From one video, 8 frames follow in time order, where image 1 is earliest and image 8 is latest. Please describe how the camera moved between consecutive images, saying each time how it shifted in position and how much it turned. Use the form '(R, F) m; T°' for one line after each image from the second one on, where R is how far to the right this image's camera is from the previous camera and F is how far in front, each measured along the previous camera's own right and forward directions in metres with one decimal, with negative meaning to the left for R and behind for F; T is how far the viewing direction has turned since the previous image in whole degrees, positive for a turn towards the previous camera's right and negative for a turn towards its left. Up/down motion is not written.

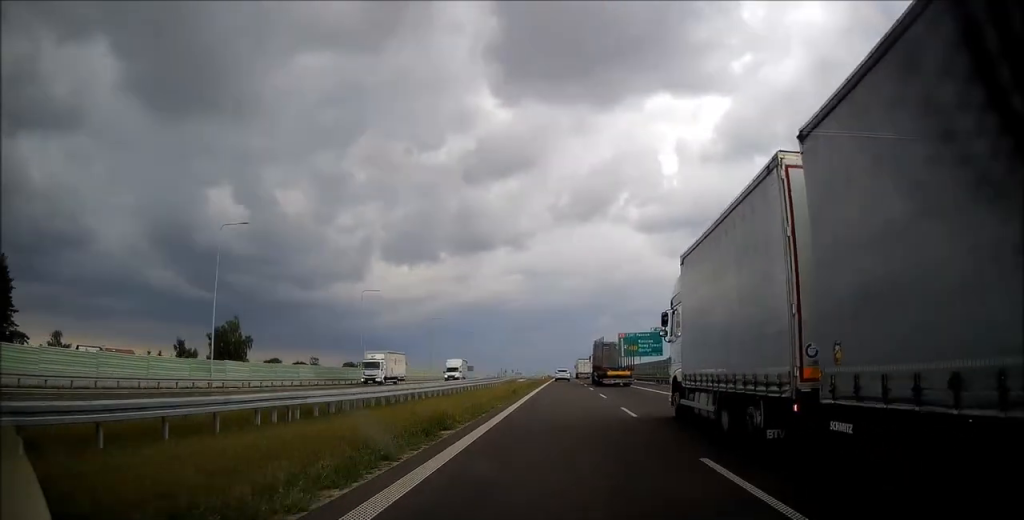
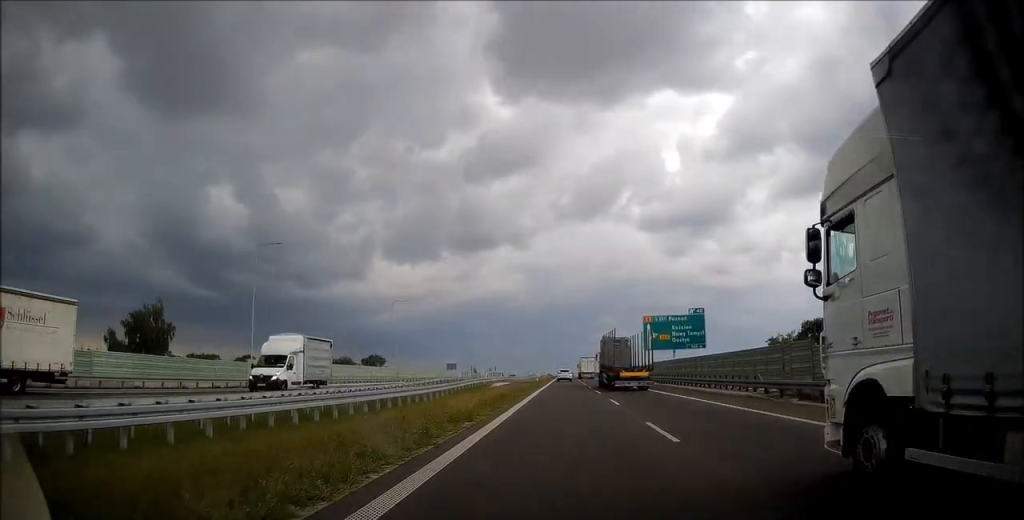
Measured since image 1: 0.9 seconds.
(0.0, +29.8) m; 0°
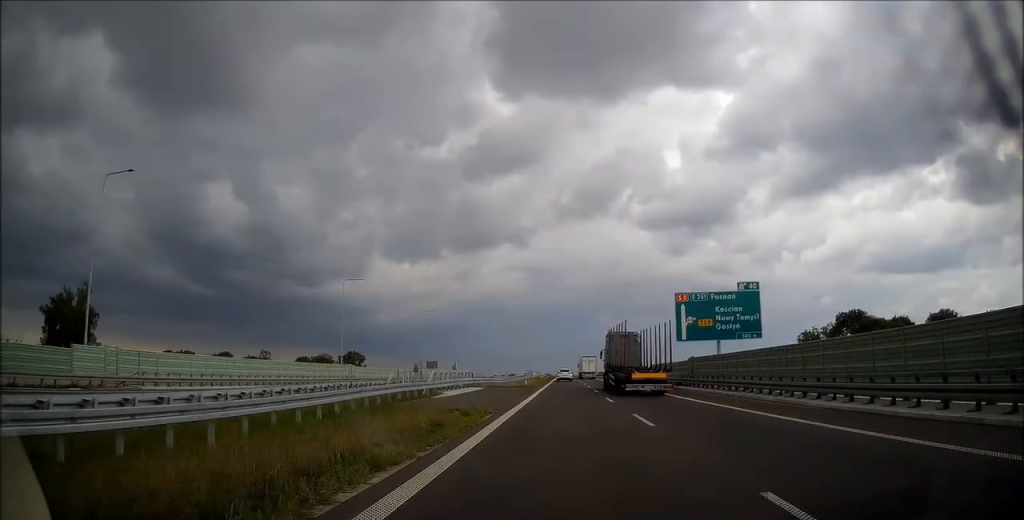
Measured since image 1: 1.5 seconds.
(0.0, +20.7) m; 0°
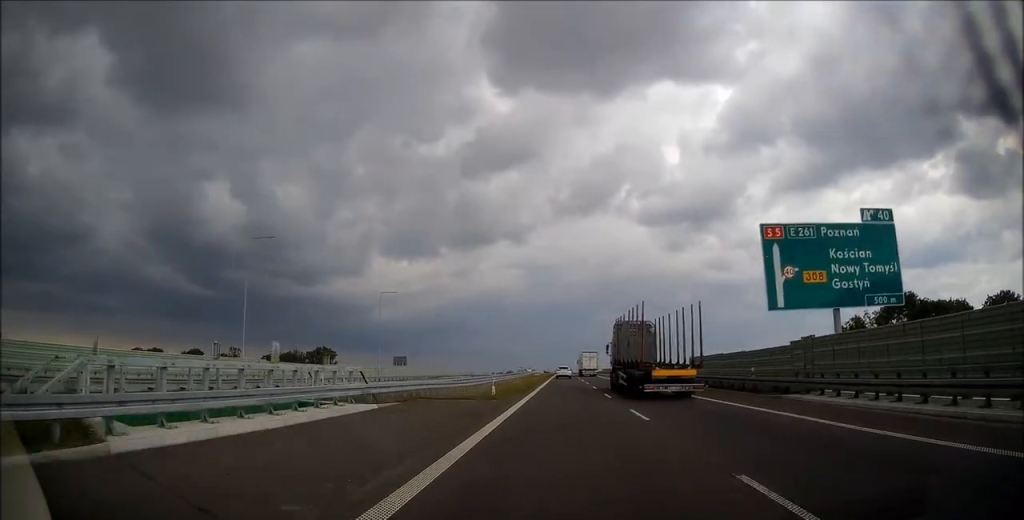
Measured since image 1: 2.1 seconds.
(0.0, +23.0) m; 0°
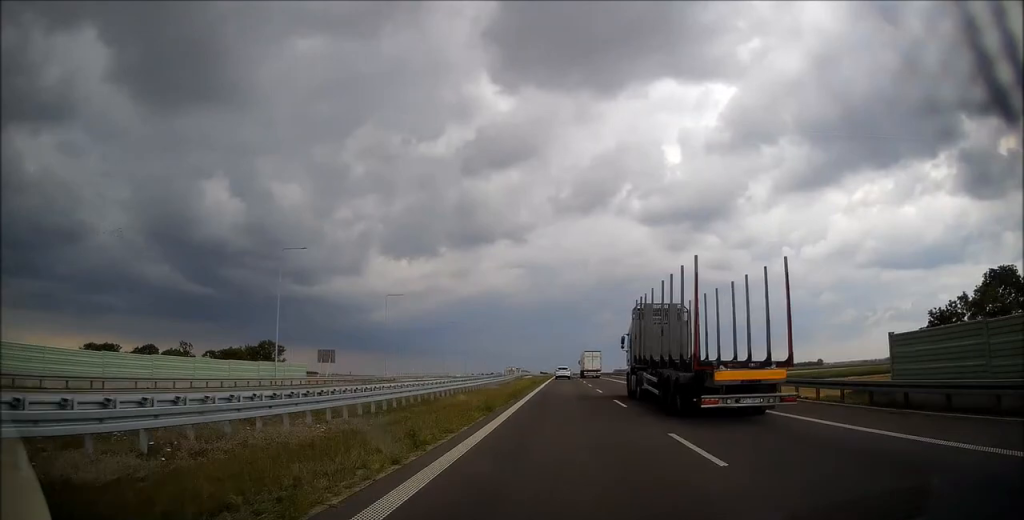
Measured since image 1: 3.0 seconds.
(-0.3, +31.2) m; 0°
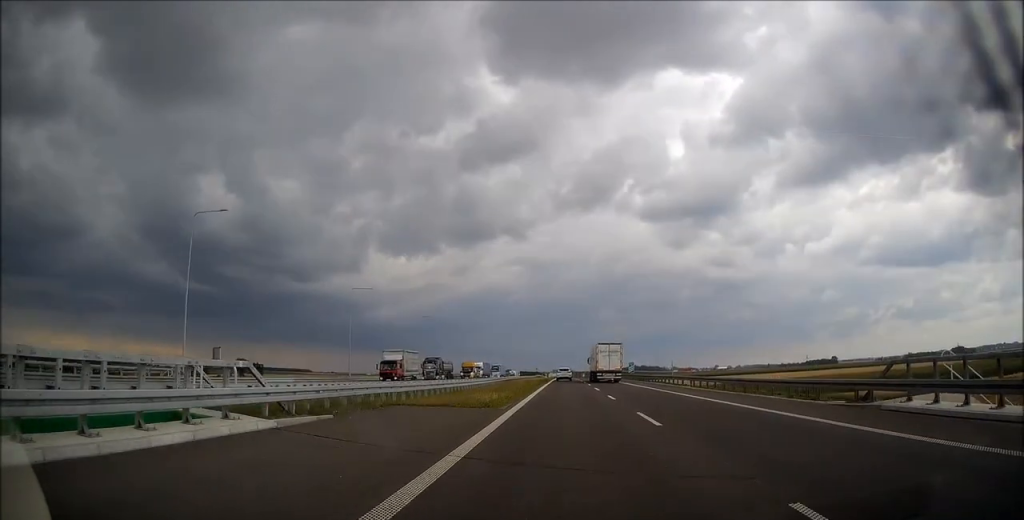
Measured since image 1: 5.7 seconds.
(+0.3, +92.6) m; 0°
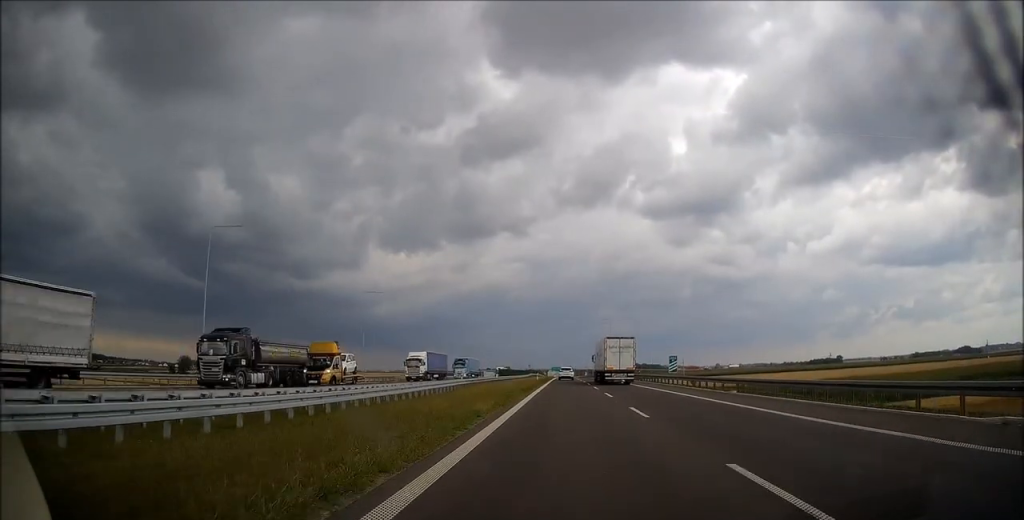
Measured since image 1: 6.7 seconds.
(0.0, +33.6) m; 0°
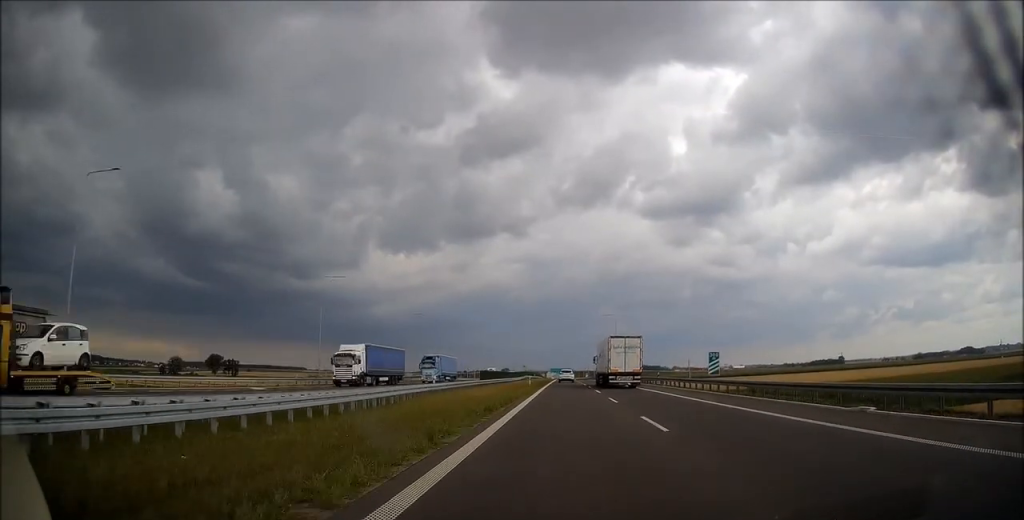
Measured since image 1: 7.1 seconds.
(0.0, +15.1) m; 0°
